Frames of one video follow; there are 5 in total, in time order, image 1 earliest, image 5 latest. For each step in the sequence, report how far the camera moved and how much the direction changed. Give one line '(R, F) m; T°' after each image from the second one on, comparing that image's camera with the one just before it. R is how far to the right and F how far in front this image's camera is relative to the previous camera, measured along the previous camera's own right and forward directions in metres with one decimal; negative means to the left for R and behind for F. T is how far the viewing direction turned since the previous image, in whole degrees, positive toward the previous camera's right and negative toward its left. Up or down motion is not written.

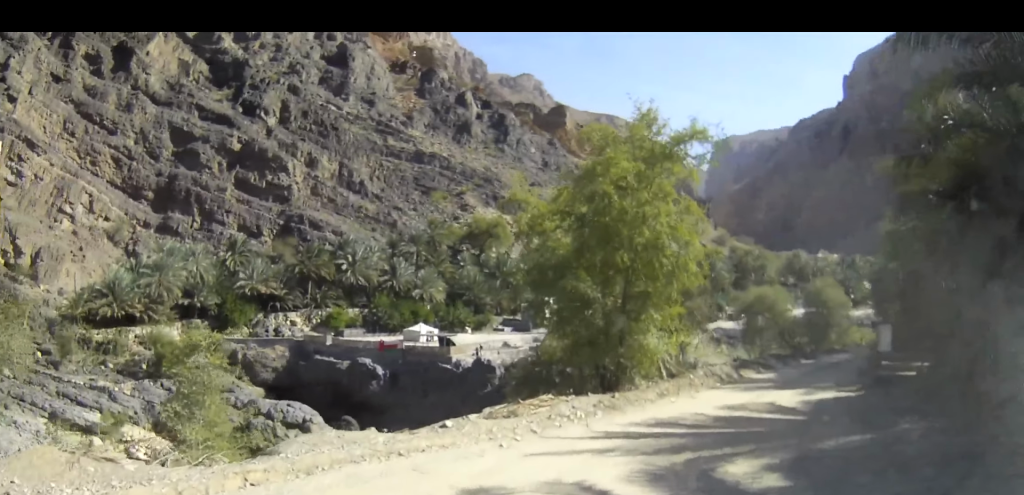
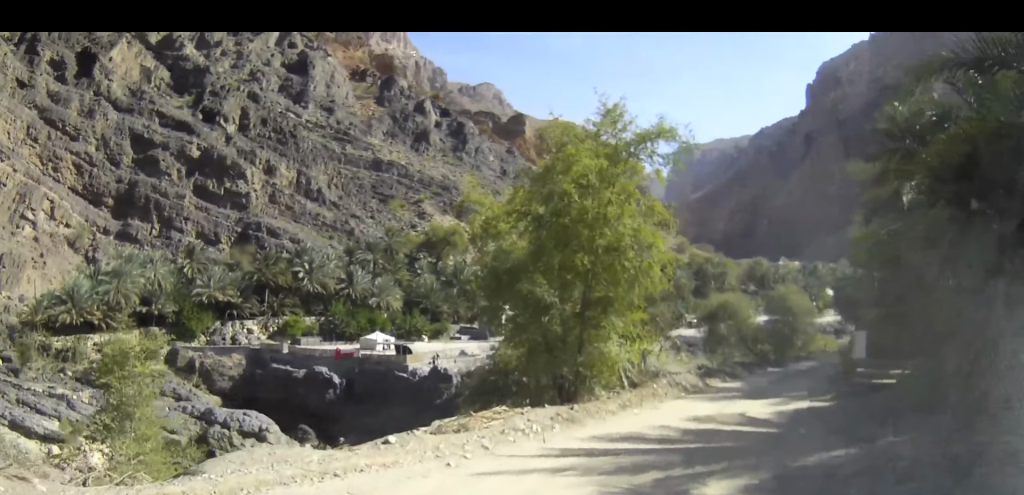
(+0.1, +1.2) m; +2°
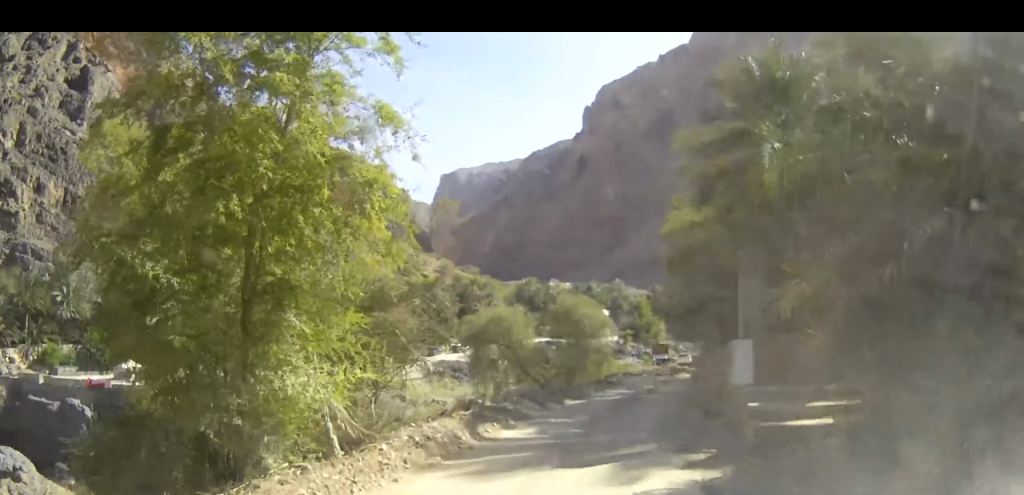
(+1.1, +7.1) m; +16°
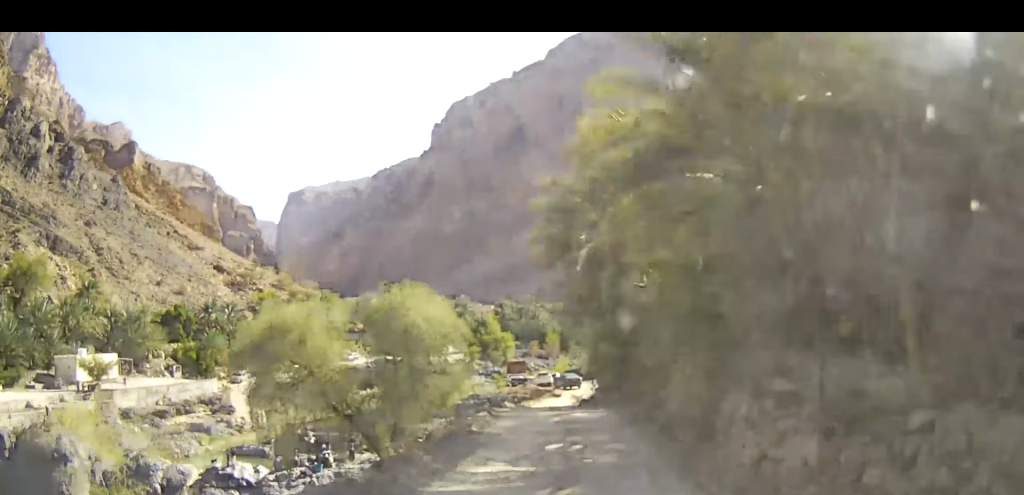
(+1.4, +11.9) m; +12°
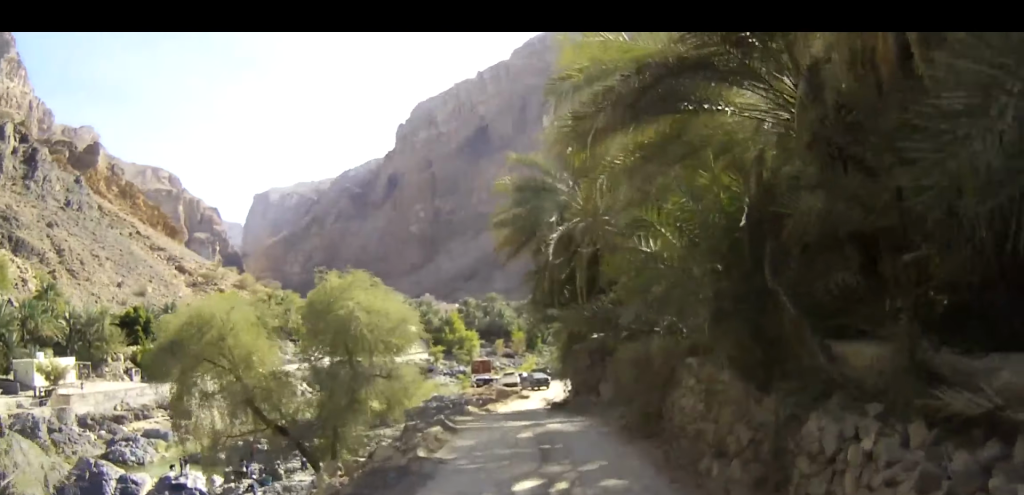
(+0.1, +3.8) m; +1°
